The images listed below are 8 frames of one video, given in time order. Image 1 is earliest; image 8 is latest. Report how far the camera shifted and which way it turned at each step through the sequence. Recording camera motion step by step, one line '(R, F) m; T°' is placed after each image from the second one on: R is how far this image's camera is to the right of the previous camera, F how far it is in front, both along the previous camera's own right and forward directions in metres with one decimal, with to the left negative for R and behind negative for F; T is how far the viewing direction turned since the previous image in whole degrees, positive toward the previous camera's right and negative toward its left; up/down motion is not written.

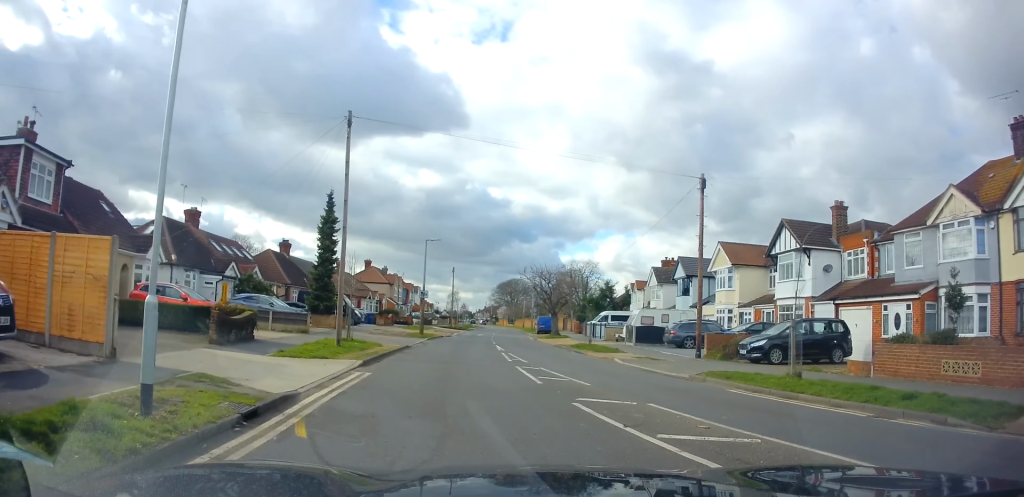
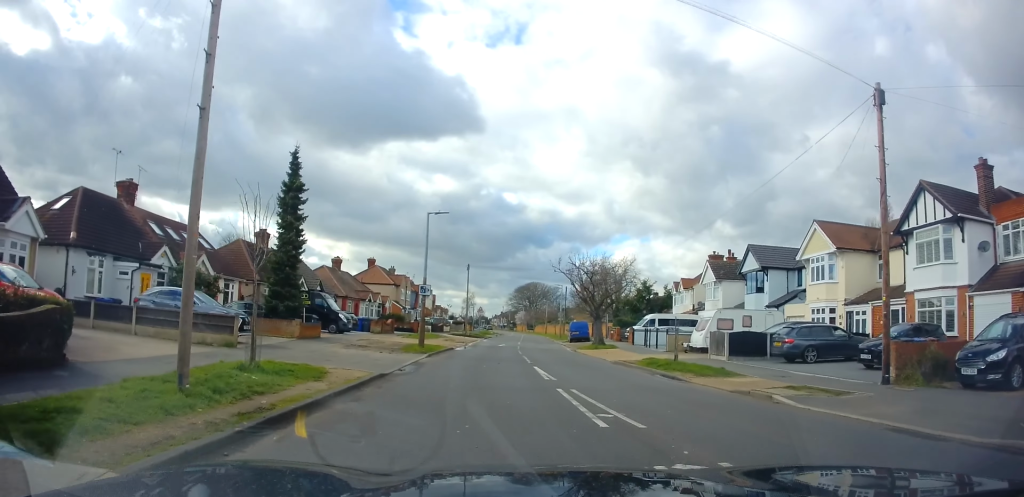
(+0.2, +10.0) m; +2°
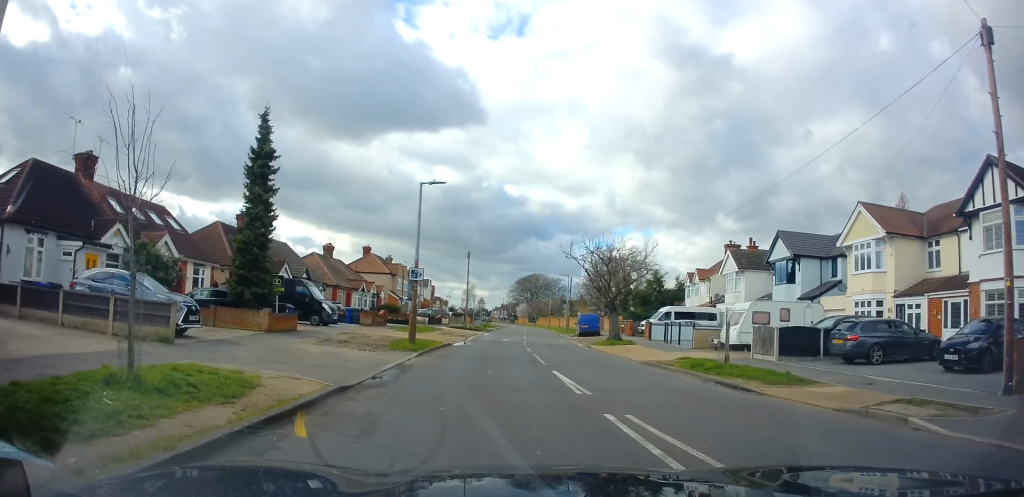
(-0.2, +3.9) m; 0°
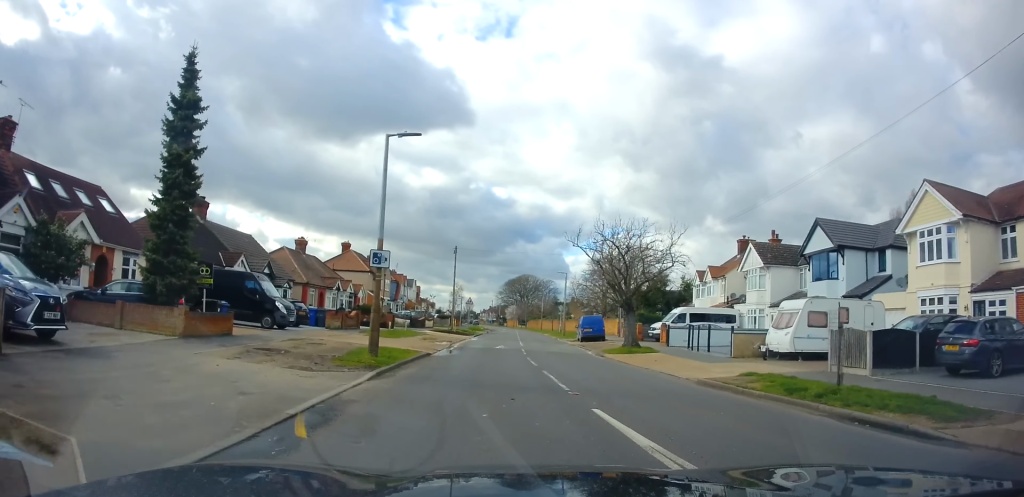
(-0.1, +5.5) m; 0°
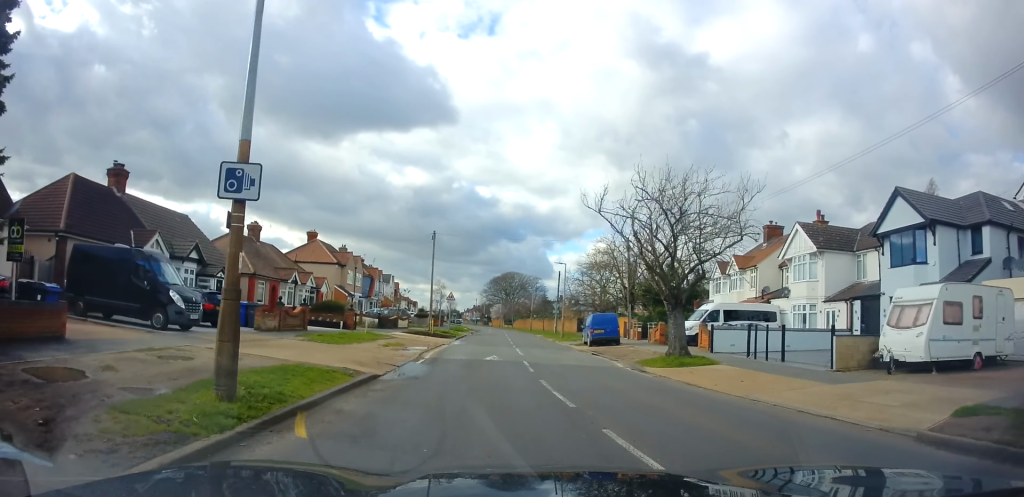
(+0.2, +8.1) m; 0°
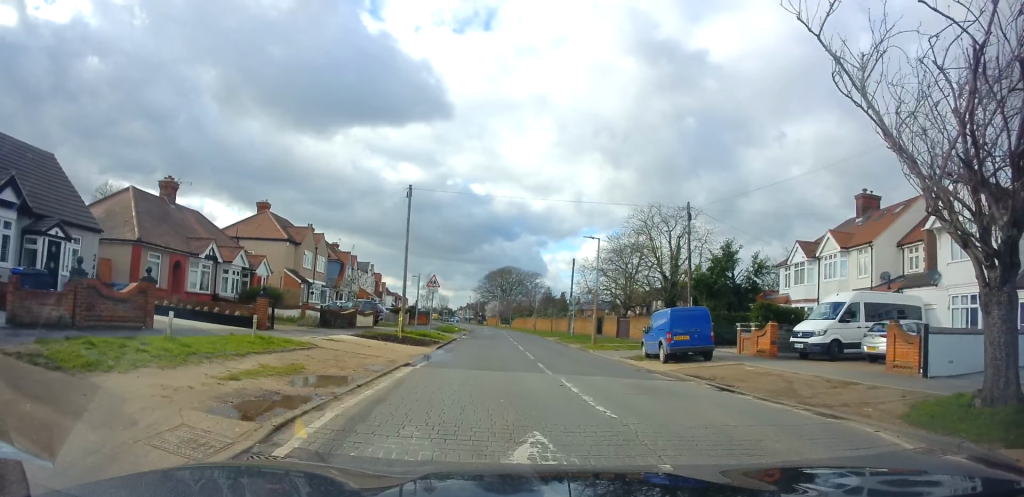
(0.0, +13.4) m; -1°
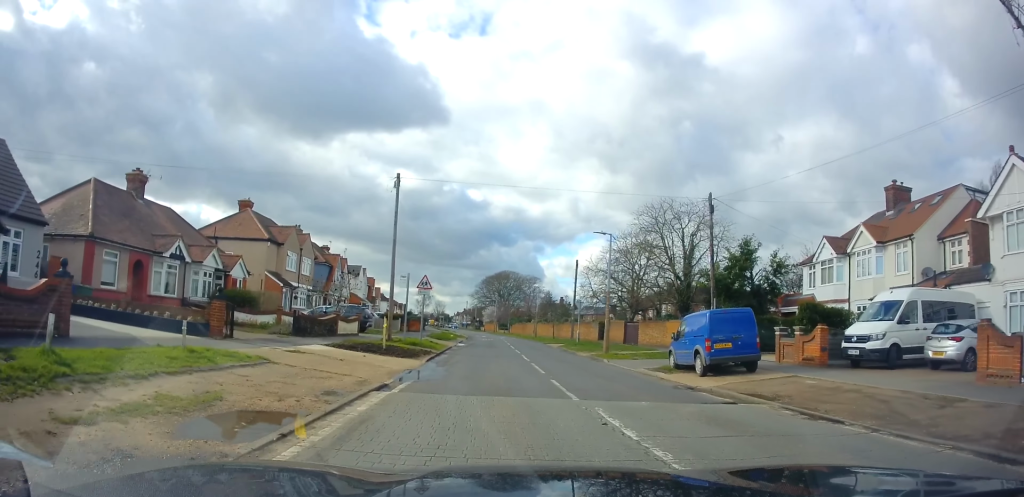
(-0.3, +3.6) m; -1°
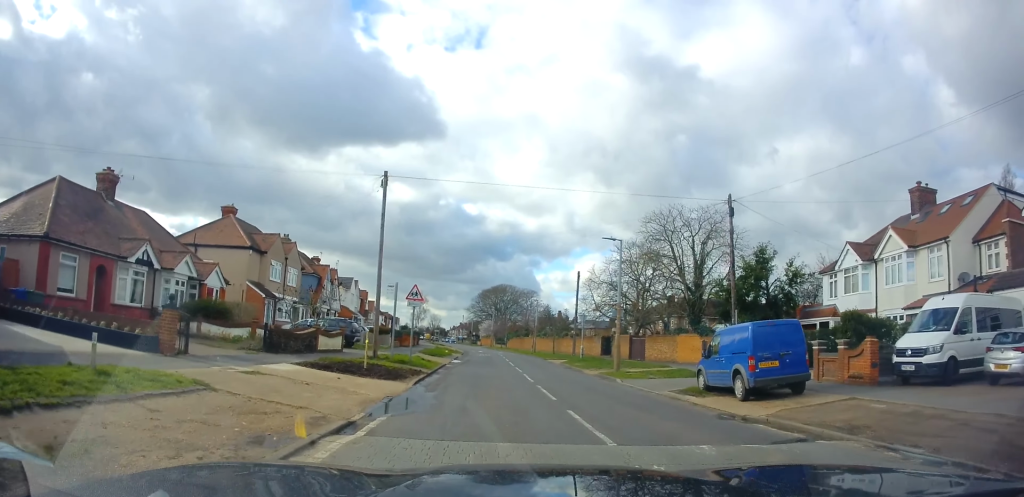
(+0.2, +2.7) m; +3°
